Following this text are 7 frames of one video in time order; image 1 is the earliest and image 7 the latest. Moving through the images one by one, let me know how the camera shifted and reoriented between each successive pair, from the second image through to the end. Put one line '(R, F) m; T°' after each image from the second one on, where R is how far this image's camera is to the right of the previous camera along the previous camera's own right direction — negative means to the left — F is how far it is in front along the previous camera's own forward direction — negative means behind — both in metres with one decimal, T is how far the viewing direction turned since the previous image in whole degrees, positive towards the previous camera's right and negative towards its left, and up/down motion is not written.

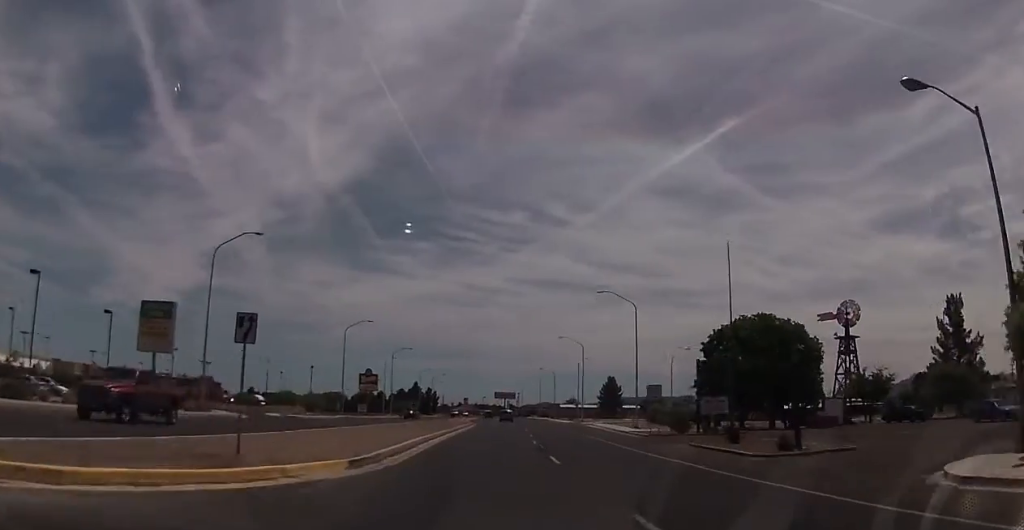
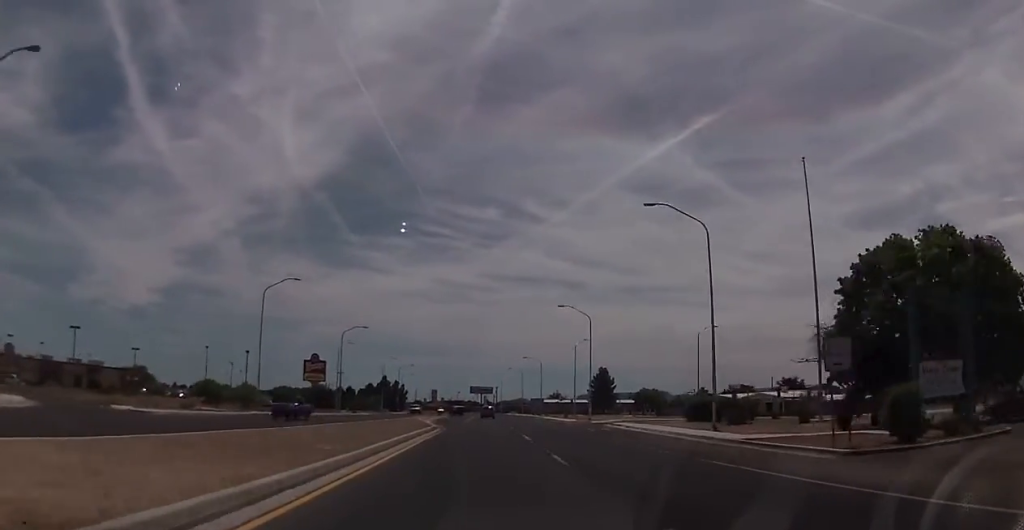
(+0.3, +26.3) m; +2°
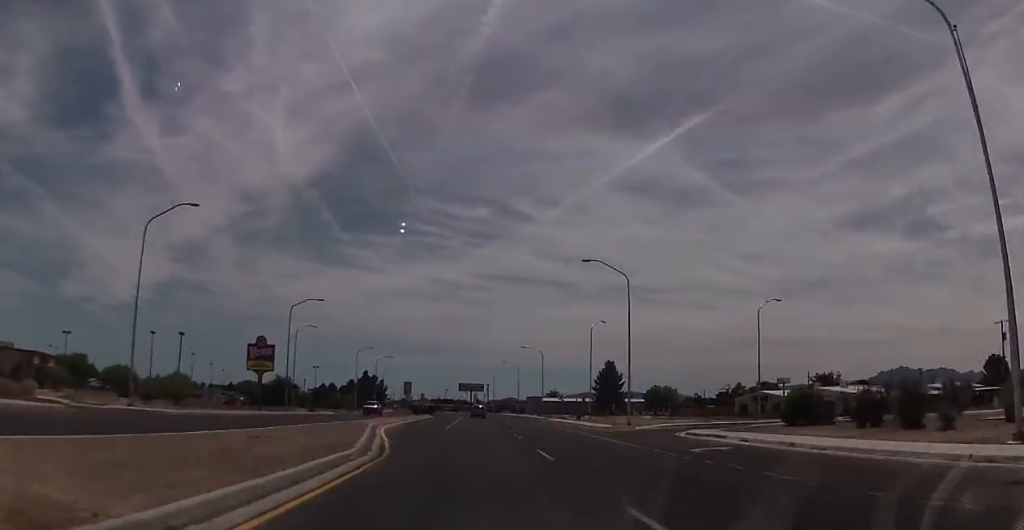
(+0.4, +23.6) m; +2°
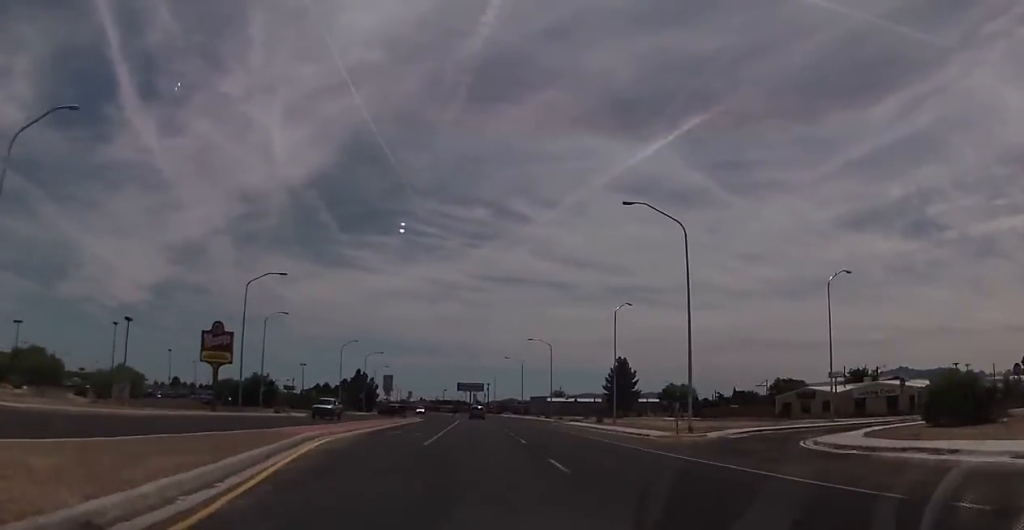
(+0.2, +15.2) m; +1°
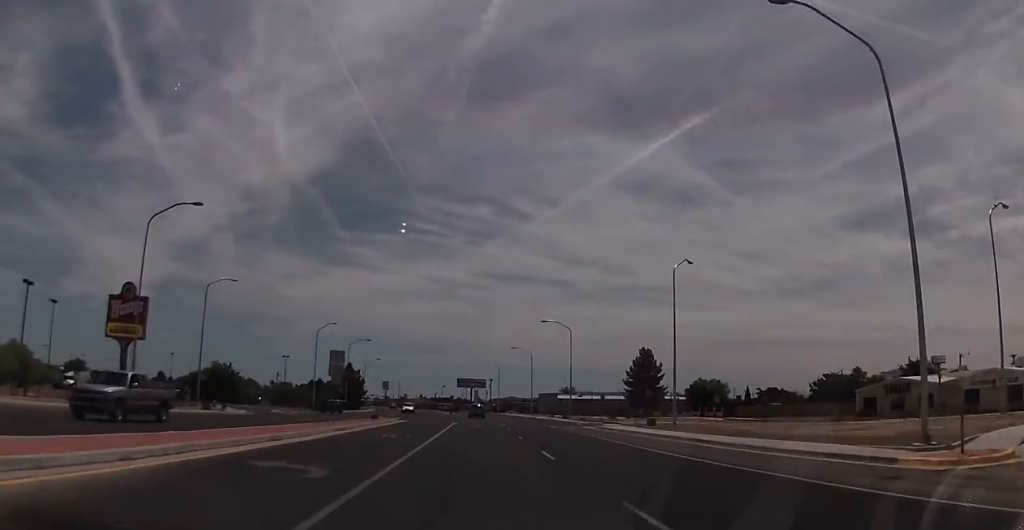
(+0.1, +20.8) m; -1°
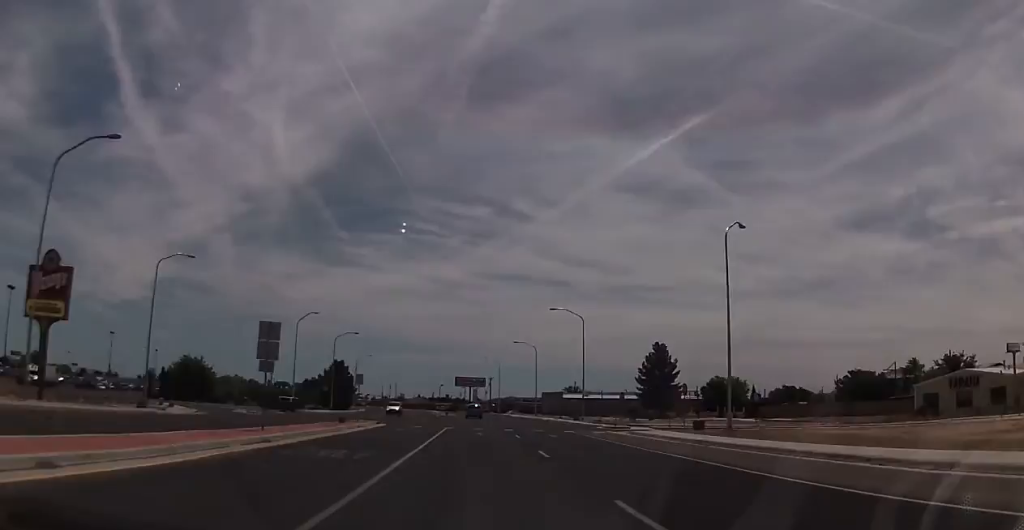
(-0.2, +11.3) m; -1°
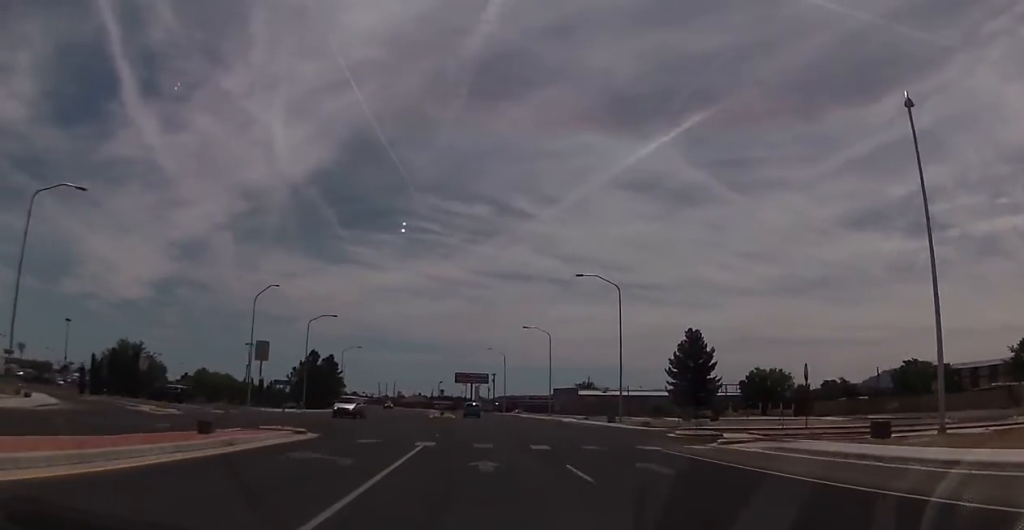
(0.0, +19.0) m; 0°
